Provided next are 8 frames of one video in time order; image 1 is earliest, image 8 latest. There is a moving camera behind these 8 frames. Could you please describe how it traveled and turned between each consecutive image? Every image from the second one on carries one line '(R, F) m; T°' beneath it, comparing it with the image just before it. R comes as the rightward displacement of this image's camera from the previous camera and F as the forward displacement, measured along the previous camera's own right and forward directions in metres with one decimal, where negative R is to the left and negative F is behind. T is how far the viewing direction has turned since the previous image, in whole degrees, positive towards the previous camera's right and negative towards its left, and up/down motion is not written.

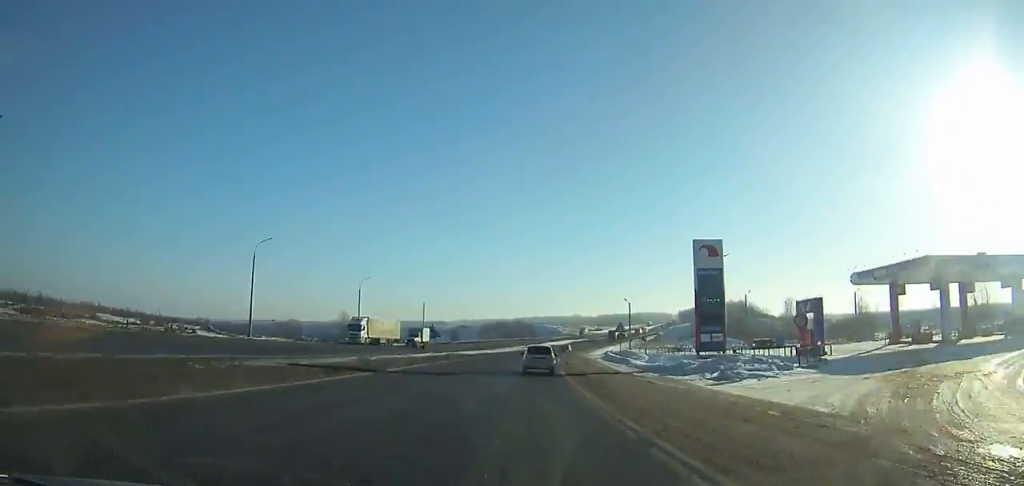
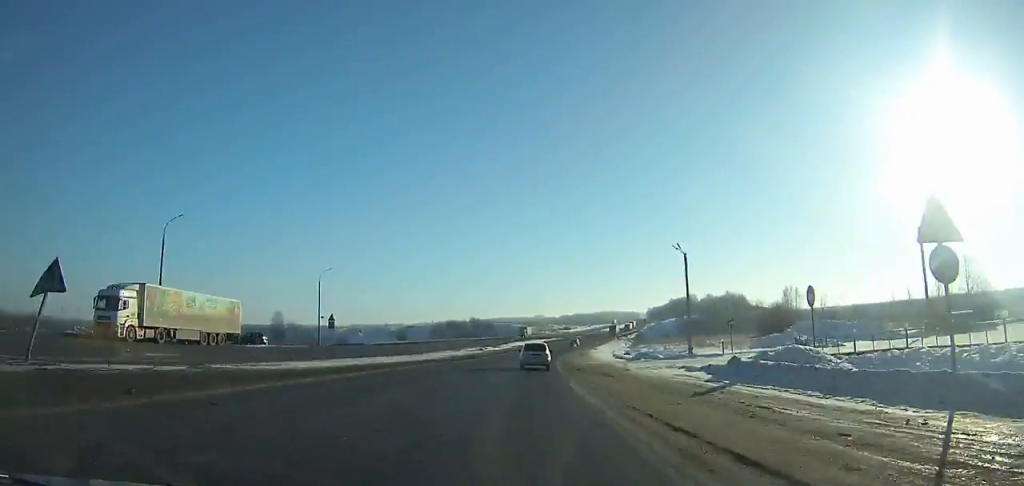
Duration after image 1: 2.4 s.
(+1.6, +46.8) m; +4°
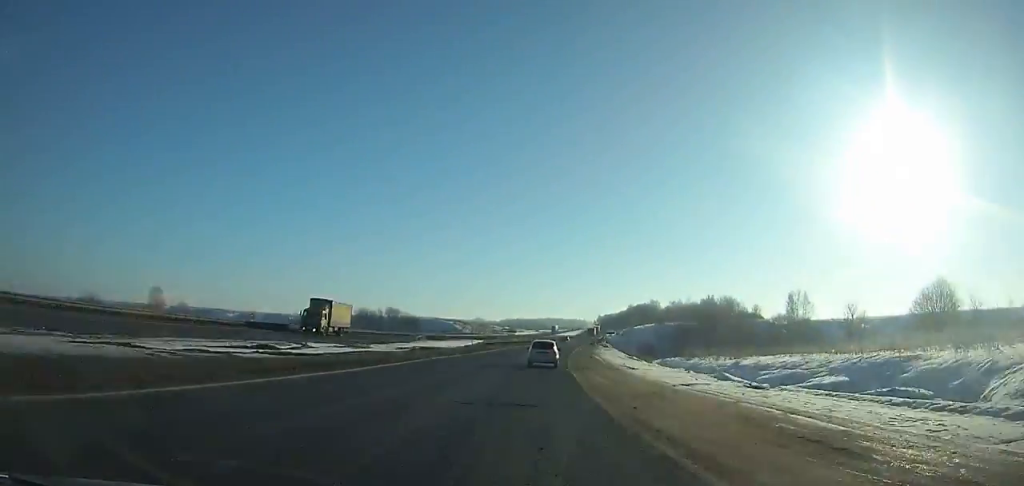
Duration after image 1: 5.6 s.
(+3.0, +63.4) m; +5°
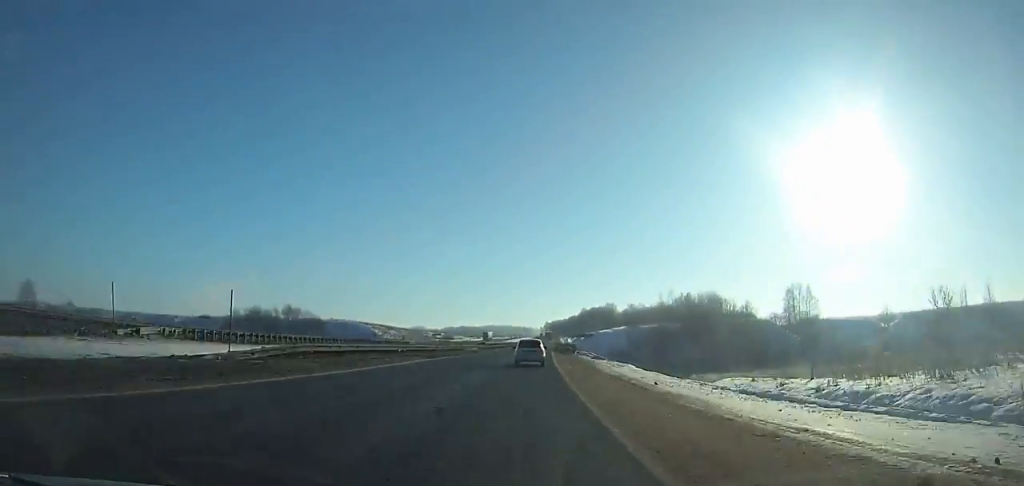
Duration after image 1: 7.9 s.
(+1.5, +46.0) m; +3°
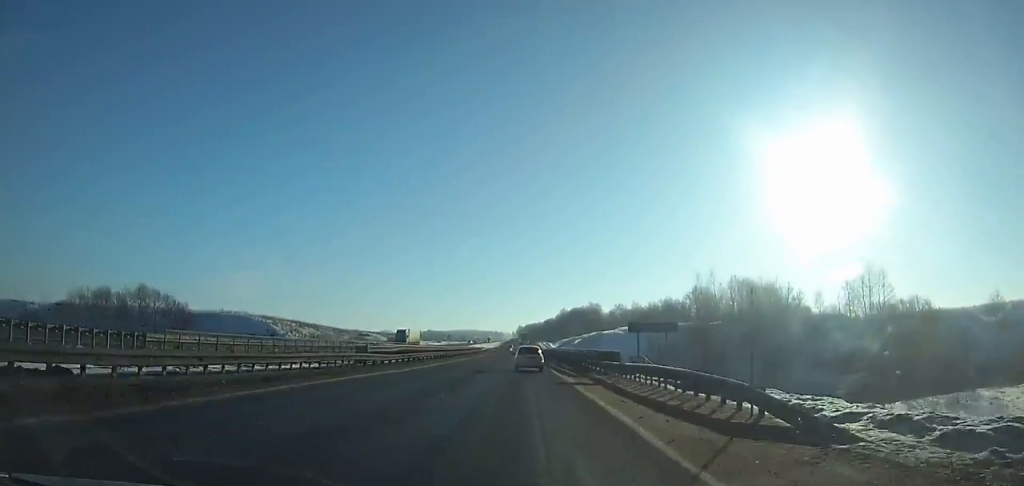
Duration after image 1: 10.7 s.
(+1.8, +56.6) m; +2°
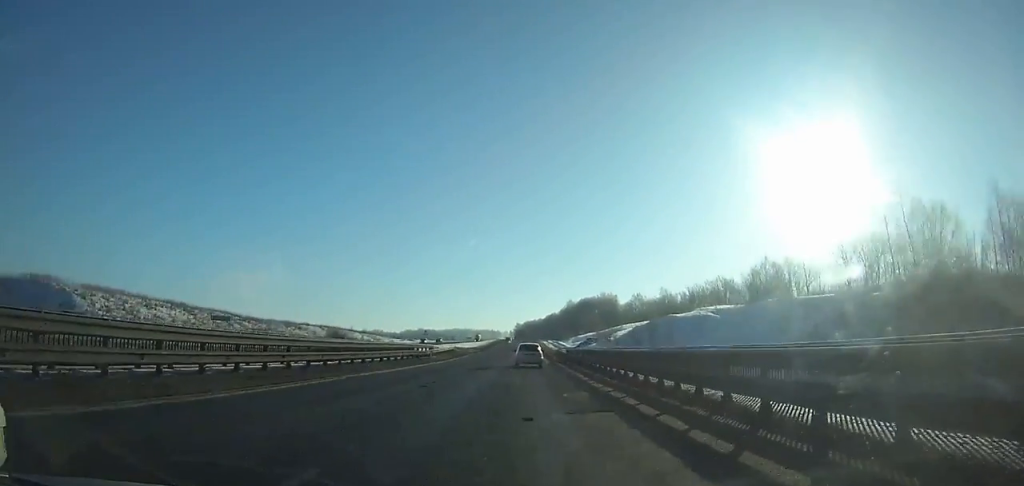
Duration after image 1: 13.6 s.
(+0.6, +59.3) m; +1°
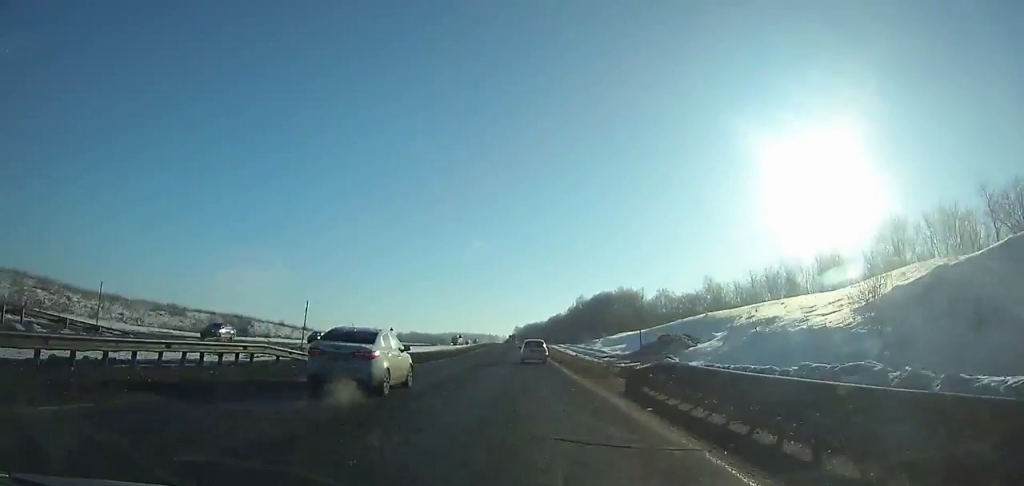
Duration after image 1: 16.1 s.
(-0.1, +51.9) m; 0°
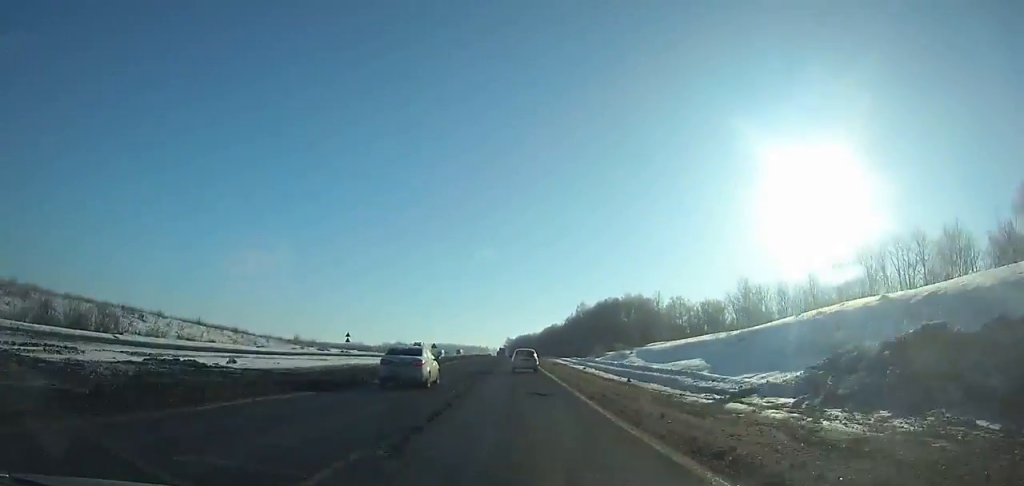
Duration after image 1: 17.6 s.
(+0.1, +31.6) m; 0°
